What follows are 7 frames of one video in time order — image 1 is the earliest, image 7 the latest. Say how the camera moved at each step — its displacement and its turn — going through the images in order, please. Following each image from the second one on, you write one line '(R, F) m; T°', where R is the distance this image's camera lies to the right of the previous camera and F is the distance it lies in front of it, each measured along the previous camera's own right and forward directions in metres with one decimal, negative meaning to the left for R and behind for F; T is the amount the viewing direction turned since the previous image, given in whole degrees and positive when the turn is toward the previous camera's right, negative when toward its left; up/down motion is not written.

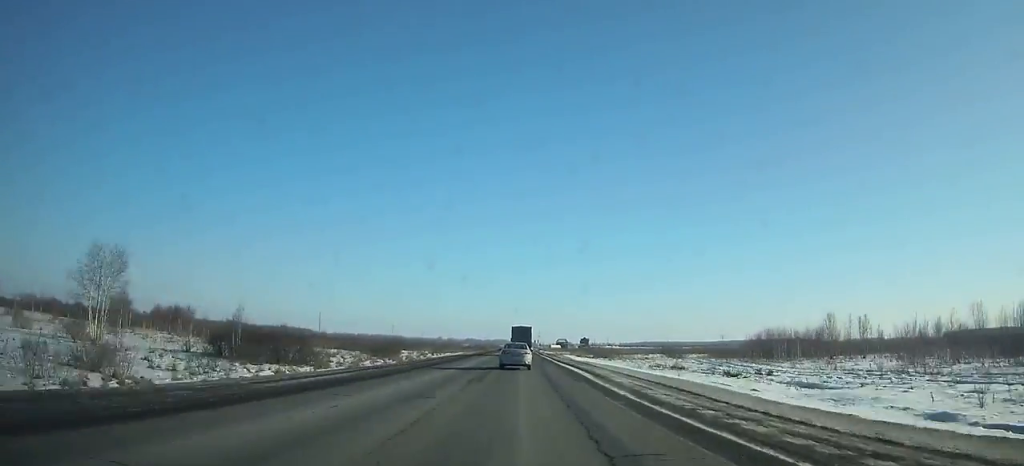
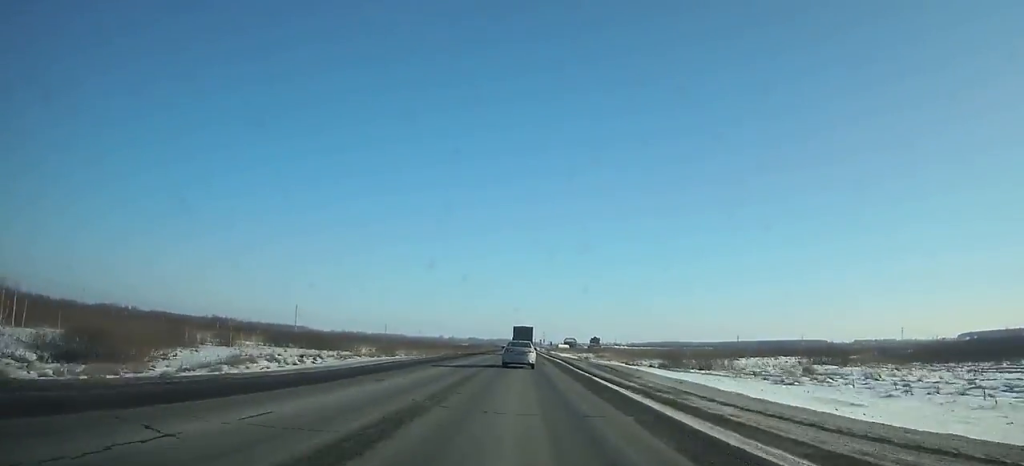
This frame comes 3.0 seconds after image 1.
(+0.2, +64.4) m; 0°
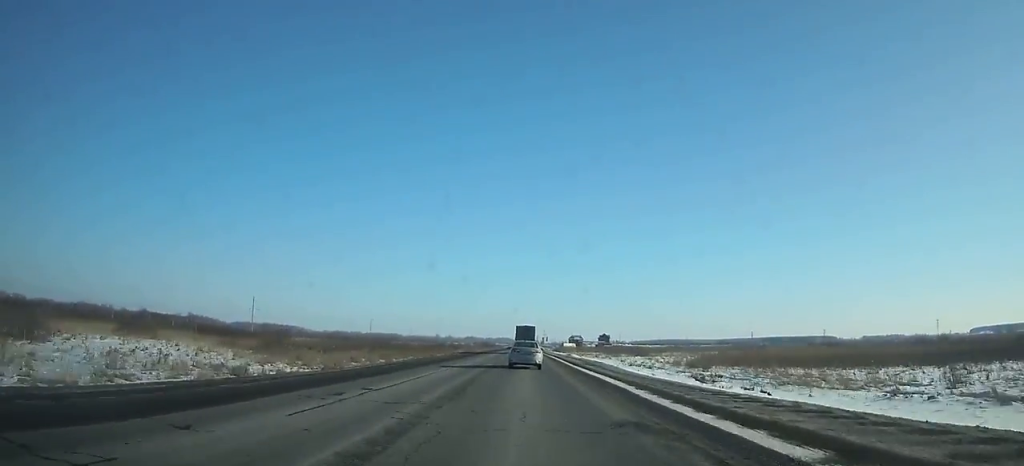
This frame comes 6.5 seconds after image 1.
(0.0, +75.2) m; 0°
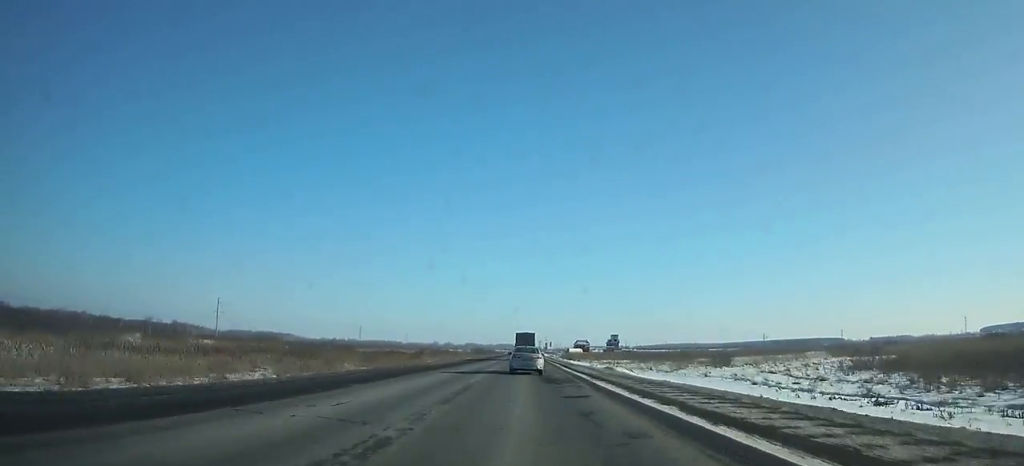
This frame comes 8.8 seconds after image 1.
(-0.1, +49.9) m; 0°
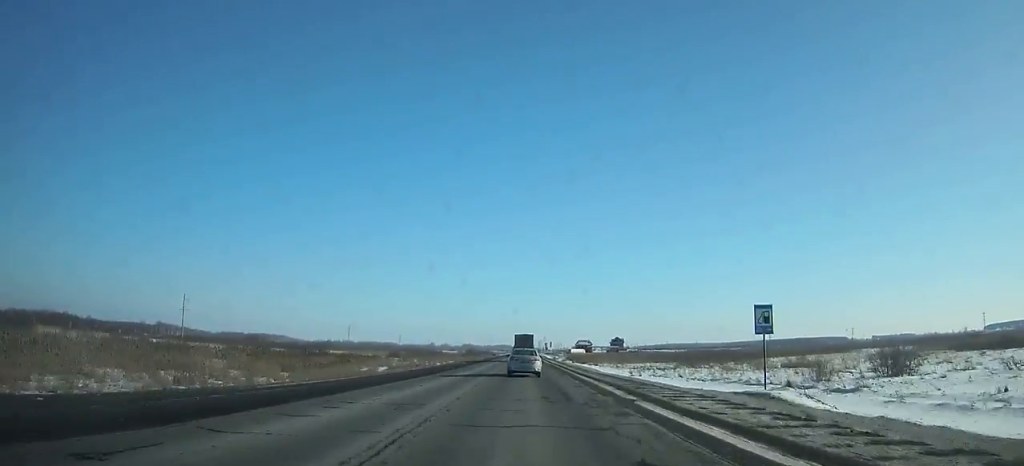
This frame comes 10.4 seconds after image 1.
(-0.1, +34.8) m; 0°
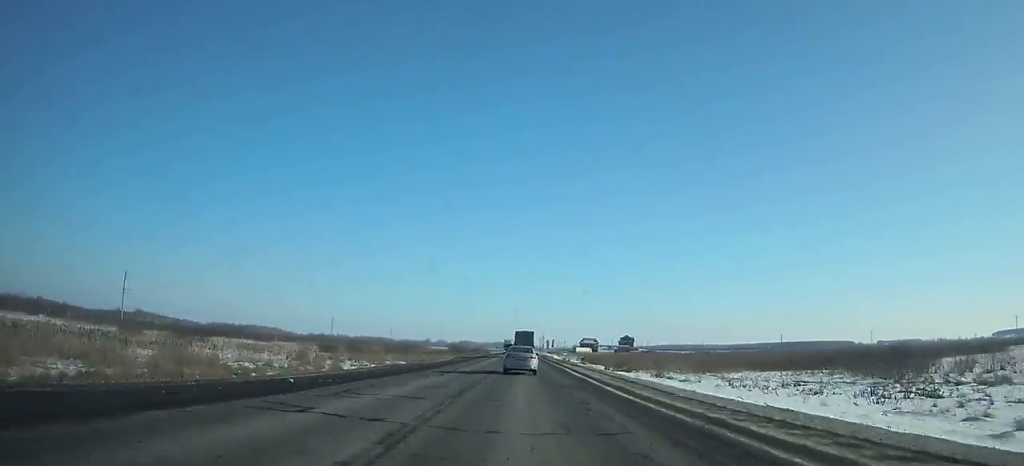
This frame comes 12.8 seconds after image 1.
(+0.2, +52.2) m; 0°
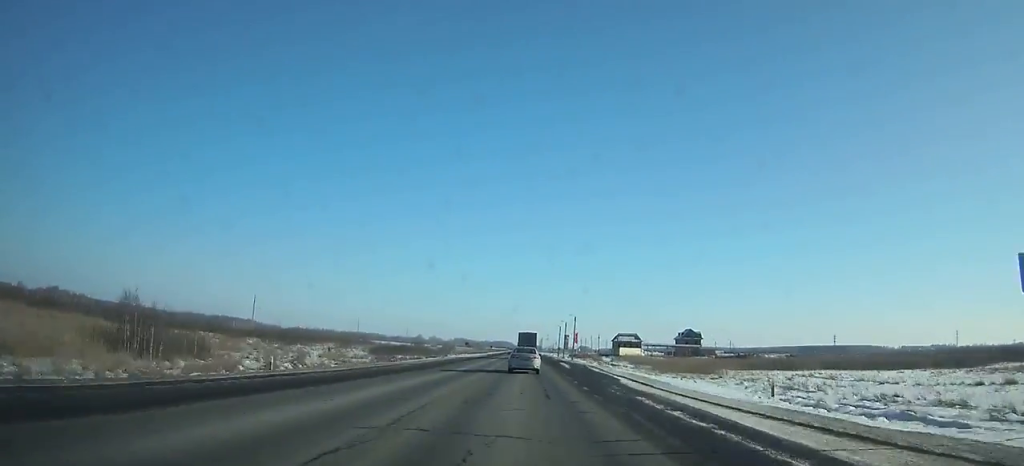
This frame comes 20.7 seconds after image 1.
(0.0, +171.7) m; 0°
